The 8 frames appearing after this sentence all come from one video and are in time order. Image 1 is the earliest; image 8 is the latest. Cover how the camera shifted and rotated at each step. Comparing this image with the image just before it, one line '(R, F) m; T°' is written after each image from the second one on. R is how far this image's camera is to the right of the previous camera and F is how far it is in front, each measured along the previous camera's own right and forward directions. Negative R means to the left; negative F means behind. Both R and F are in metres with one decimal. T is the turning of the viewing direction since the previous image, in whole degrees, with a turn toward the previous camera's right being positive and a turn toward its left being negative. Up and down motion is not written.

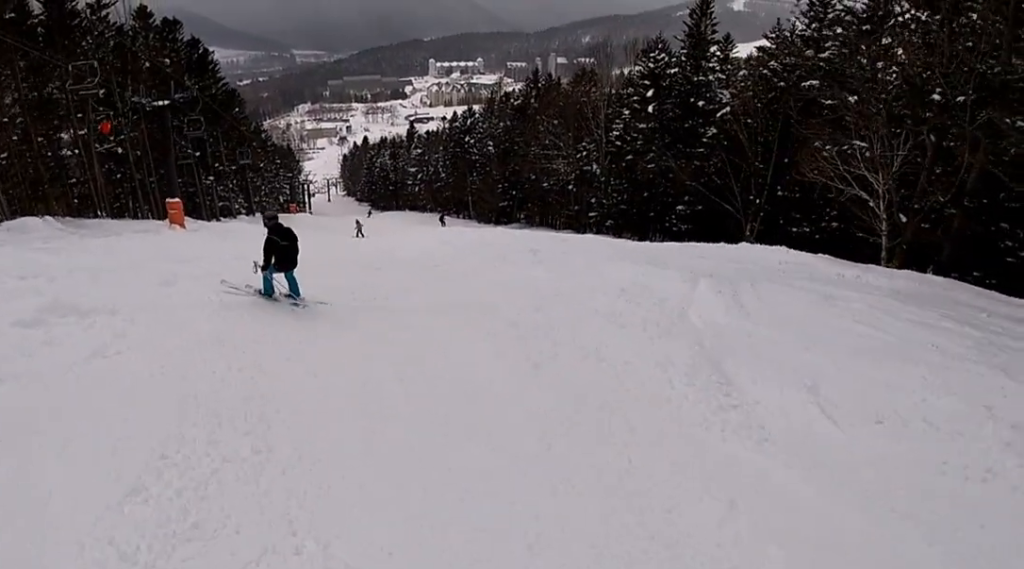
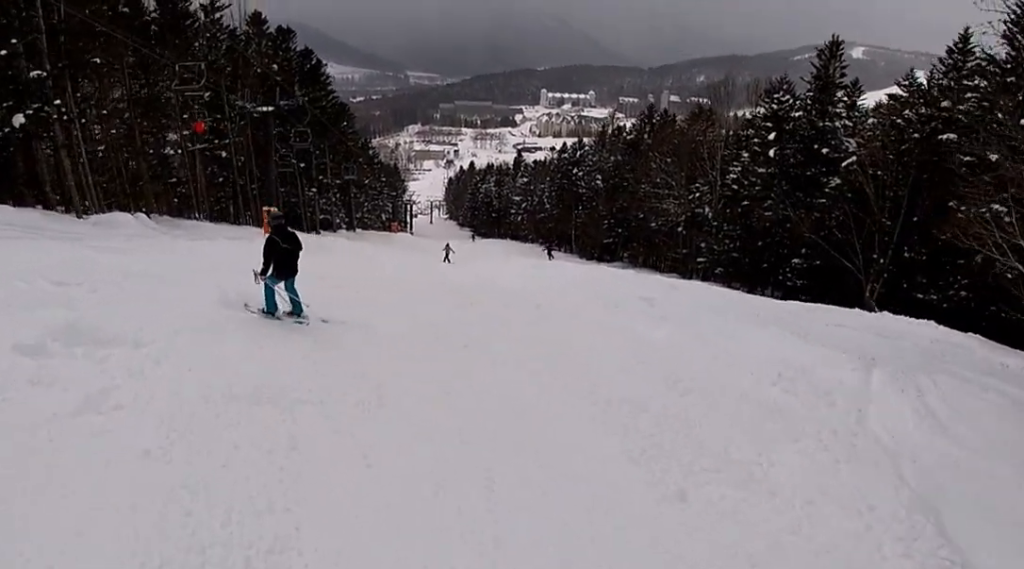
(+0.1, +1.6) m; -7°
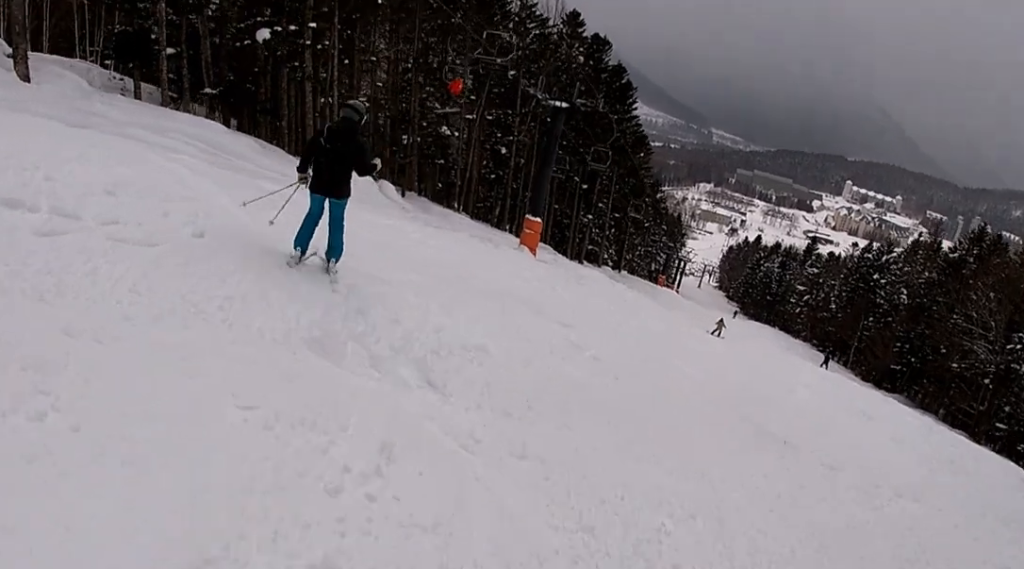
(-0.8, +4.0) m; -19°
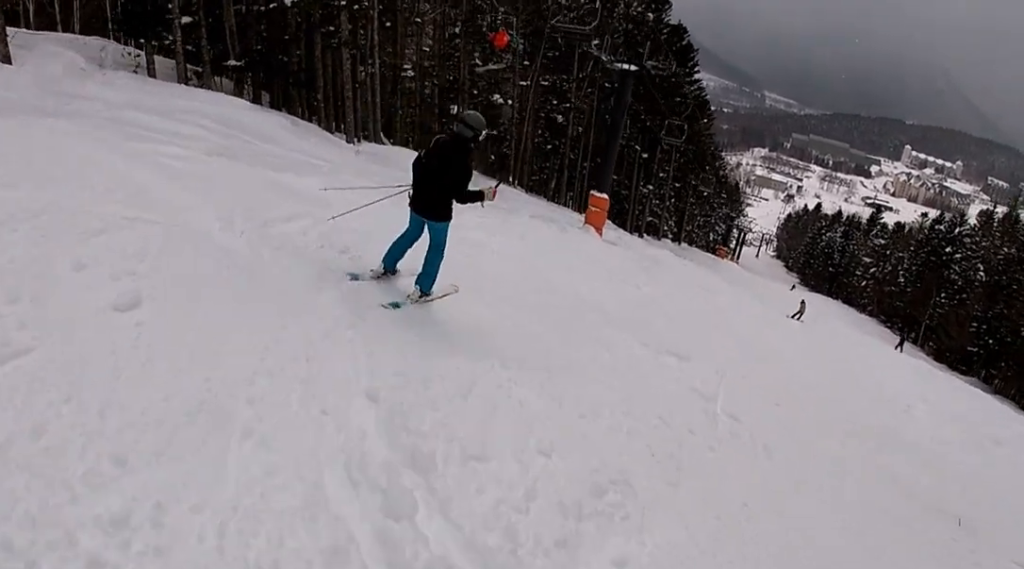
(-0.2, +2.2) m; -1°
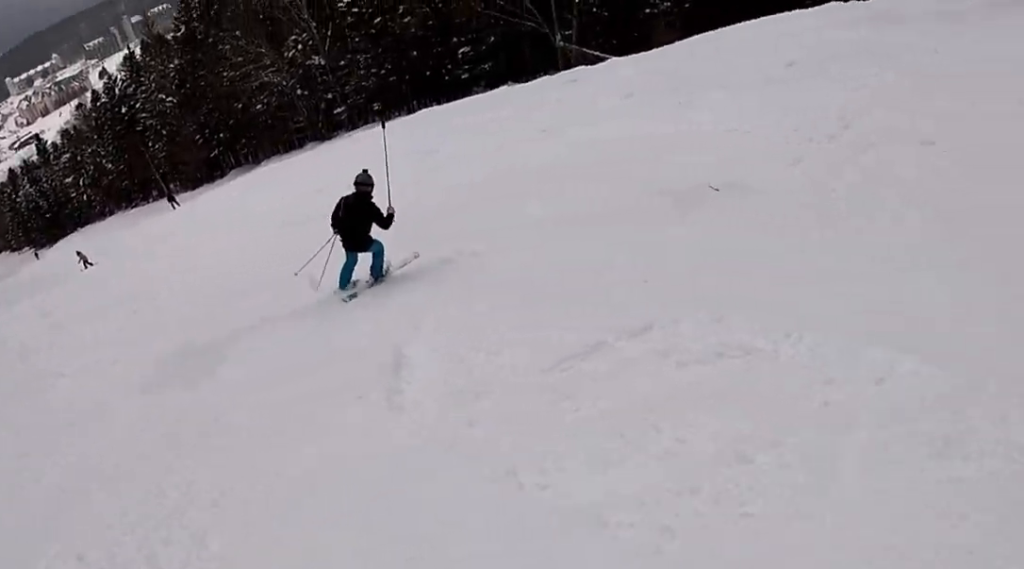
(+1.4, +4.5) m; +58°
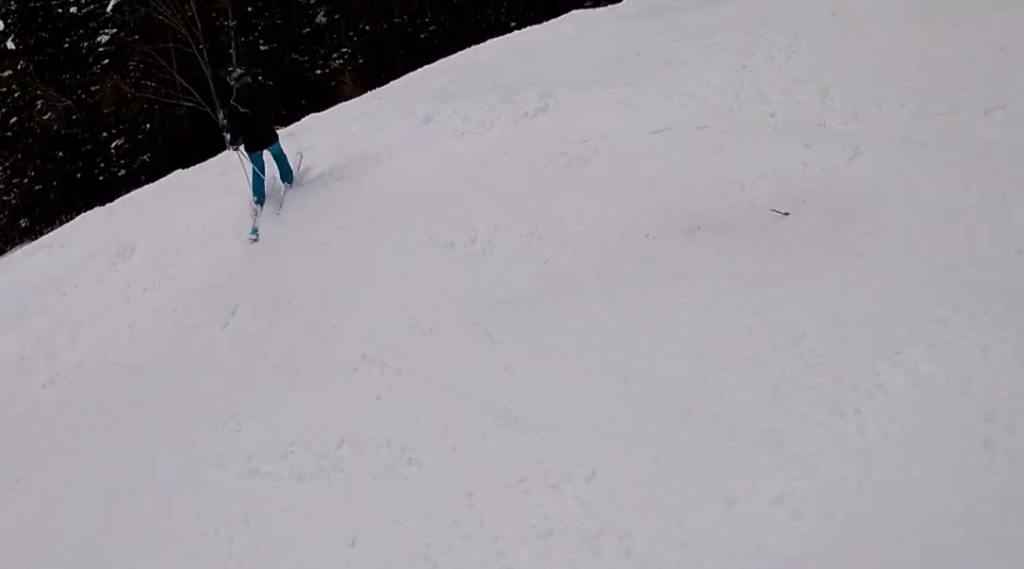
(+1.3, +3.5) m; +22°
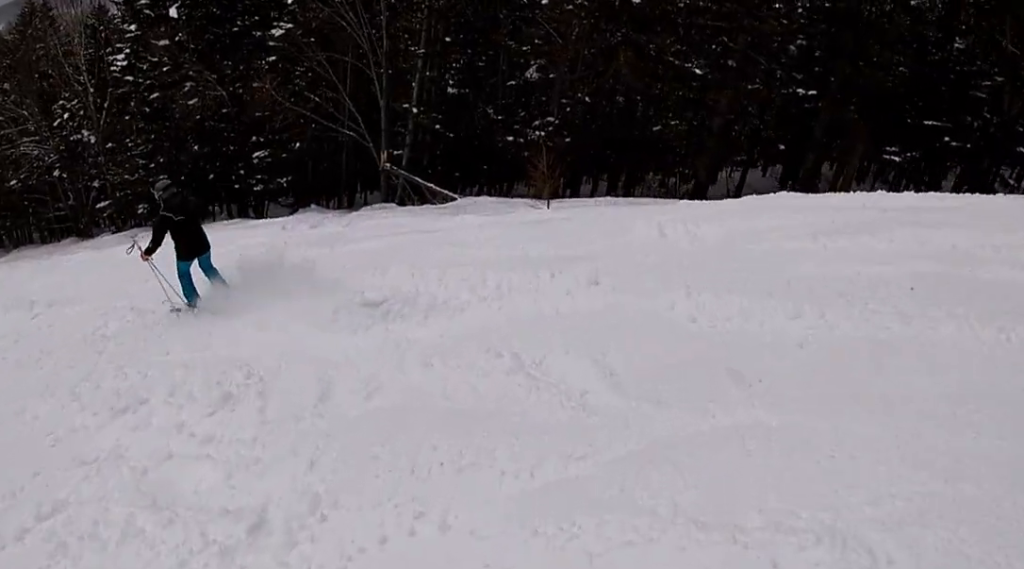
(+0.3, +7.2) m; -9°
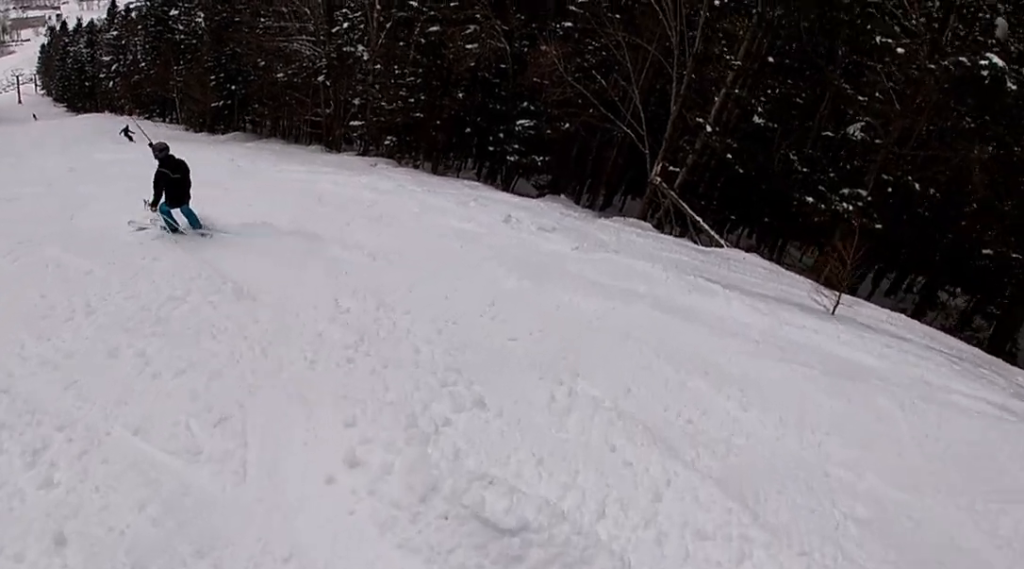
(-0.1, +3.6) m; -29°
